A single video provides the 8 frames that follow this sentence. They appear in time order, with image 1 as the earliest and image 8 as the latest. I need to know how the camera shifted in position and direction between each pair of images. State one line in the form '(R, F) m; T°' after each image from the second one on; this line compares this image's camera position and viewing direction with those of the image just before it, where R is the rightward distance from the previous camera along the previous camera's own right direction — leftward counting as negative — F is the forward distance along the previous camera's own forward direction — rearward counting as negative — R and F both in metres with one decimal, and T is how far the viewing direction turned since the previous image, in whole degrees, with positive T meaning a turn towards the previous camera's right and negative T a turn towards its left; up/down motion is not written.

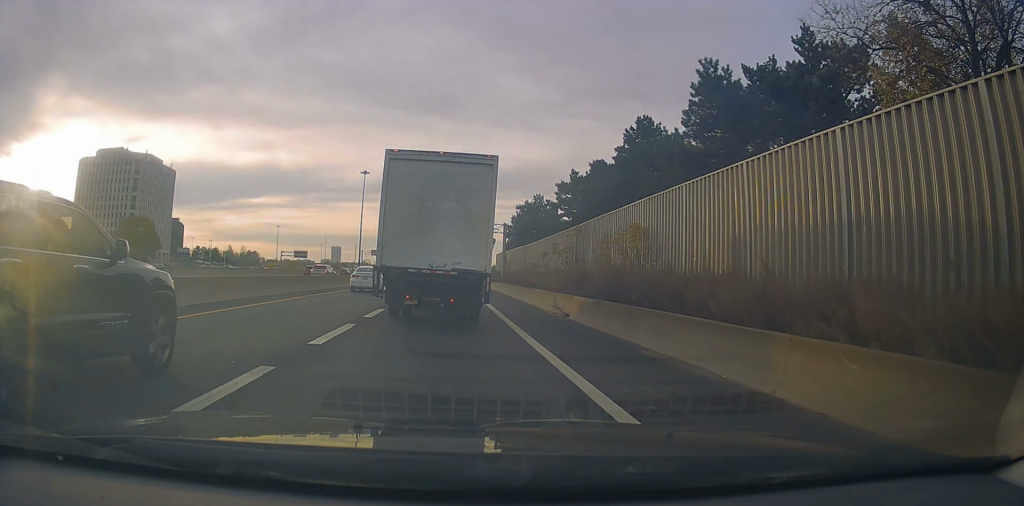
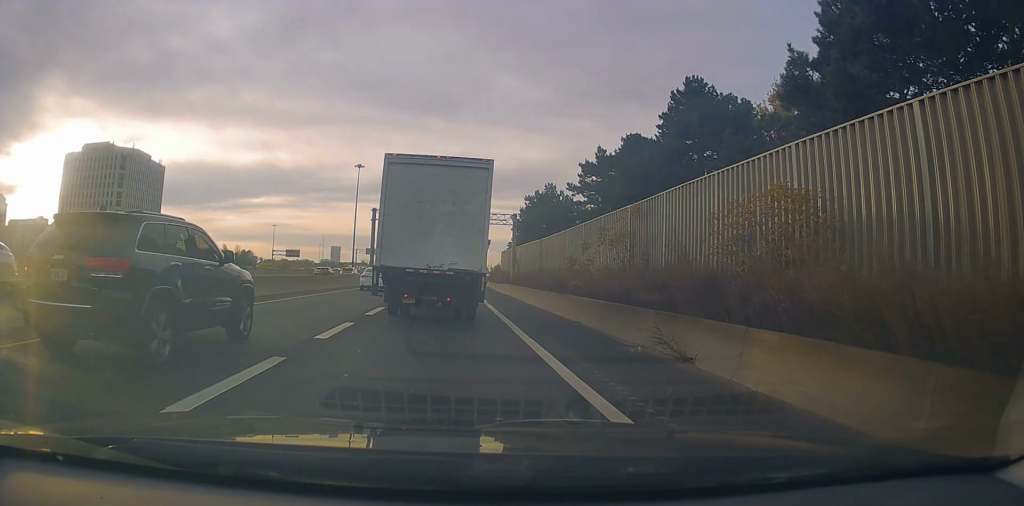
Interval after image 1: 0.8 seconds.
(-0.5, +10.7) m; 0°
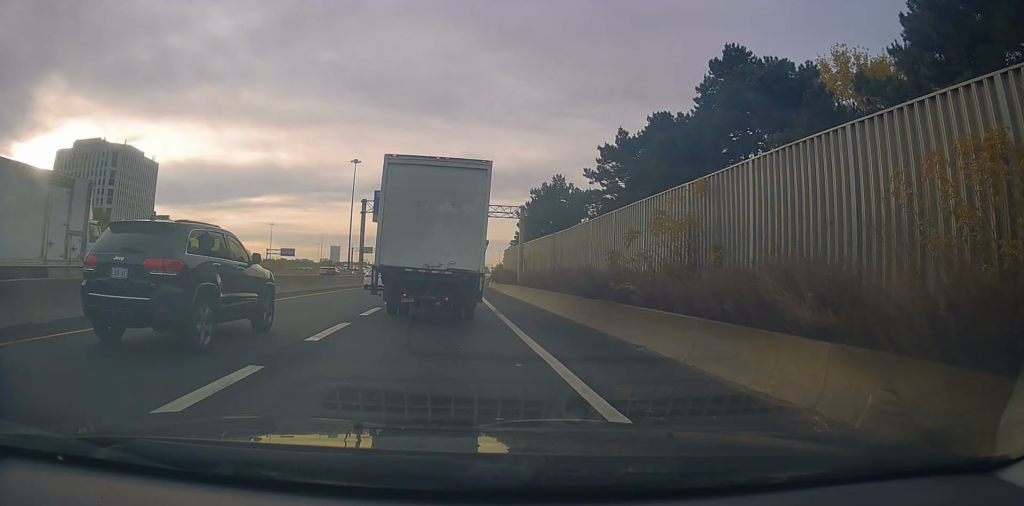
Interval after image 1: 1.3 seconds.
(+0.1, +6.2) m; +1°
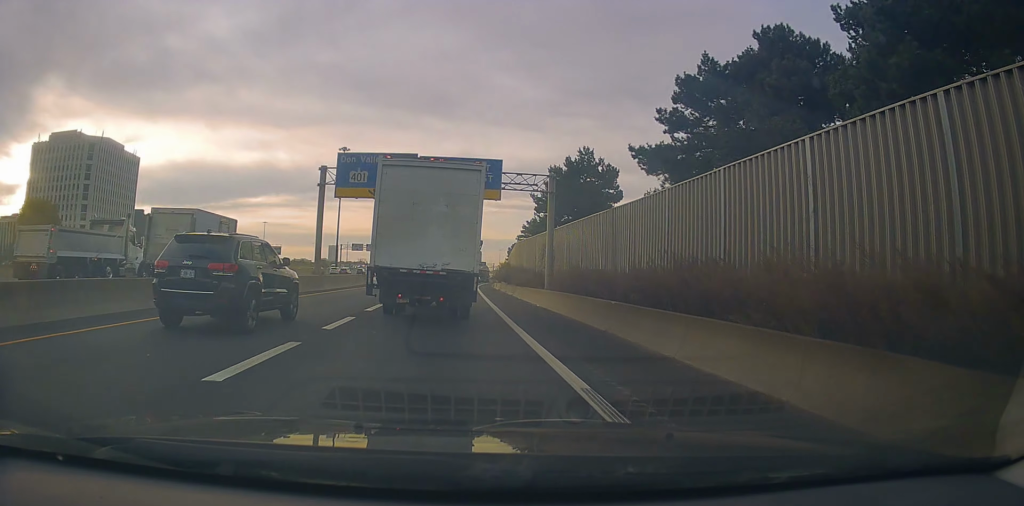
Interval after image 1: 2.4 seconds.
(+0.6, +14.8) m; +3°
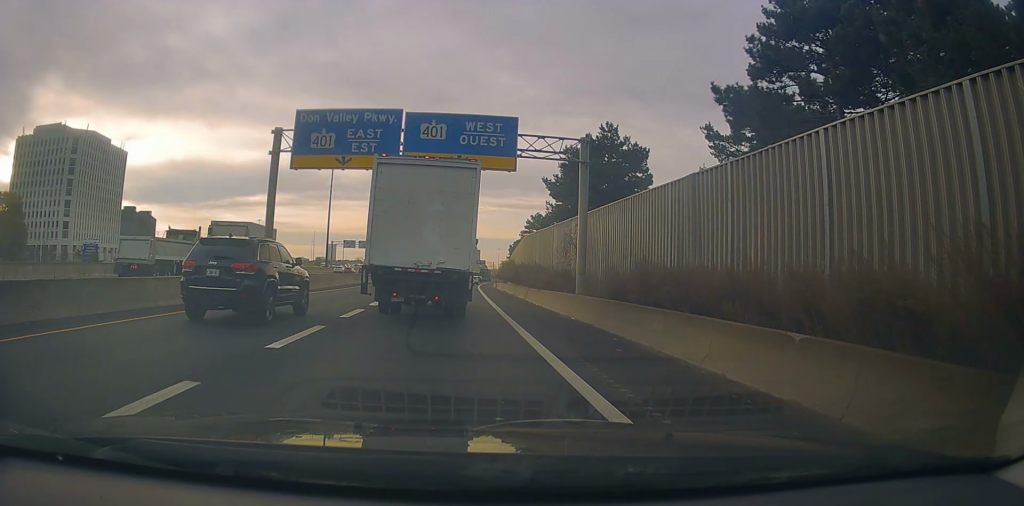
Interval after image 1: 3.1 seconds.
(0.0, +8.8) m; 0°
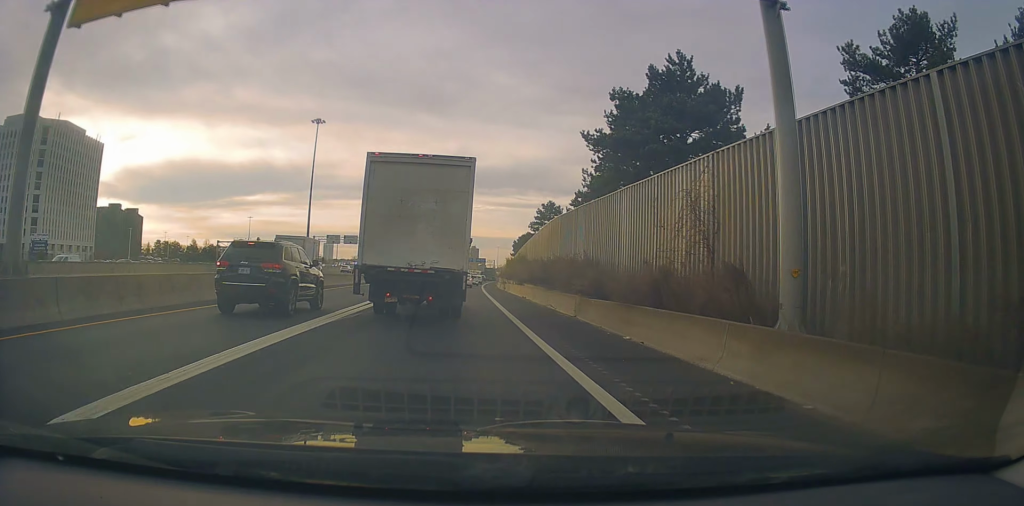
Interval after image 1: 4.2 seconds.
(-0.1, +16.0) m; -2°
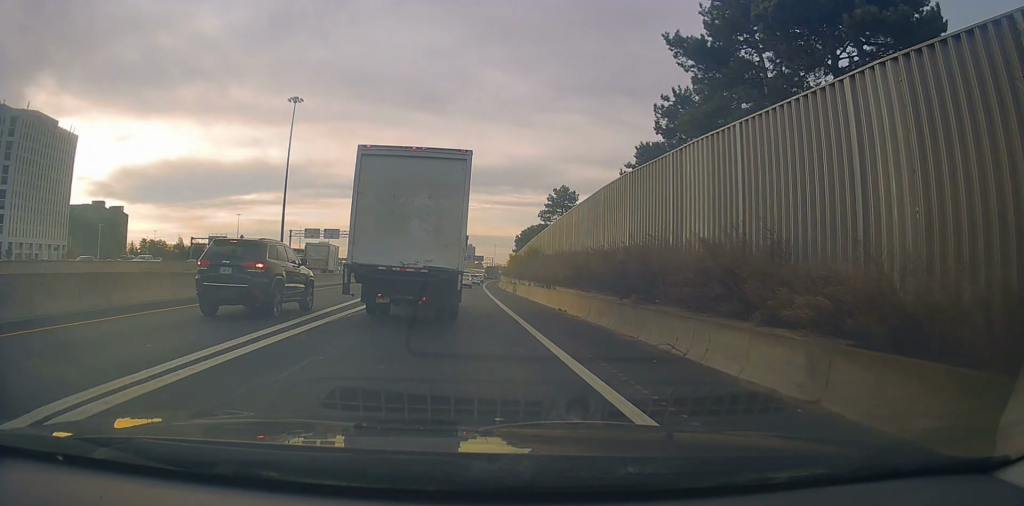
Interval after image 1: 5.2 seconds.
(-0.3, +15.0) m; -1°
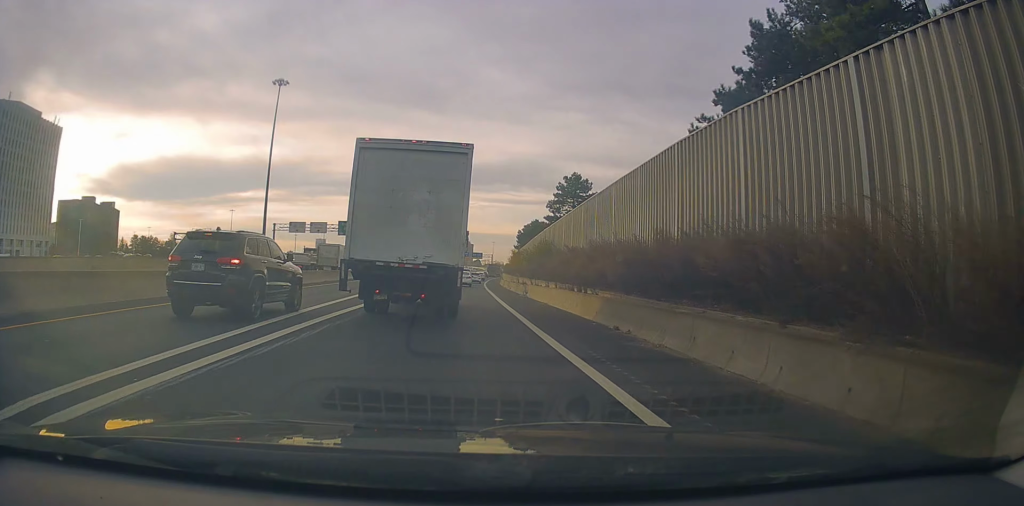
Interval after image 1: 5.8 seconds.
(0.0, +9.2) m; +1°
